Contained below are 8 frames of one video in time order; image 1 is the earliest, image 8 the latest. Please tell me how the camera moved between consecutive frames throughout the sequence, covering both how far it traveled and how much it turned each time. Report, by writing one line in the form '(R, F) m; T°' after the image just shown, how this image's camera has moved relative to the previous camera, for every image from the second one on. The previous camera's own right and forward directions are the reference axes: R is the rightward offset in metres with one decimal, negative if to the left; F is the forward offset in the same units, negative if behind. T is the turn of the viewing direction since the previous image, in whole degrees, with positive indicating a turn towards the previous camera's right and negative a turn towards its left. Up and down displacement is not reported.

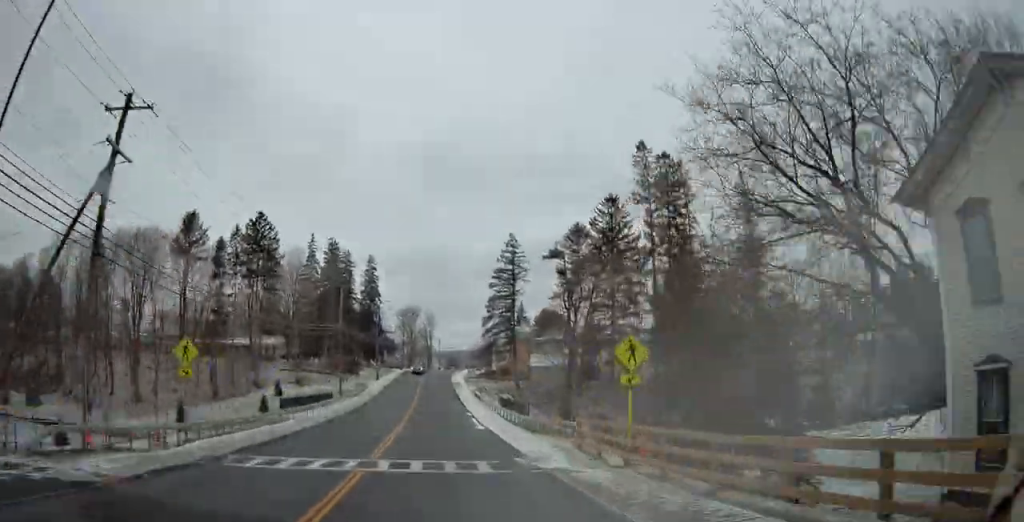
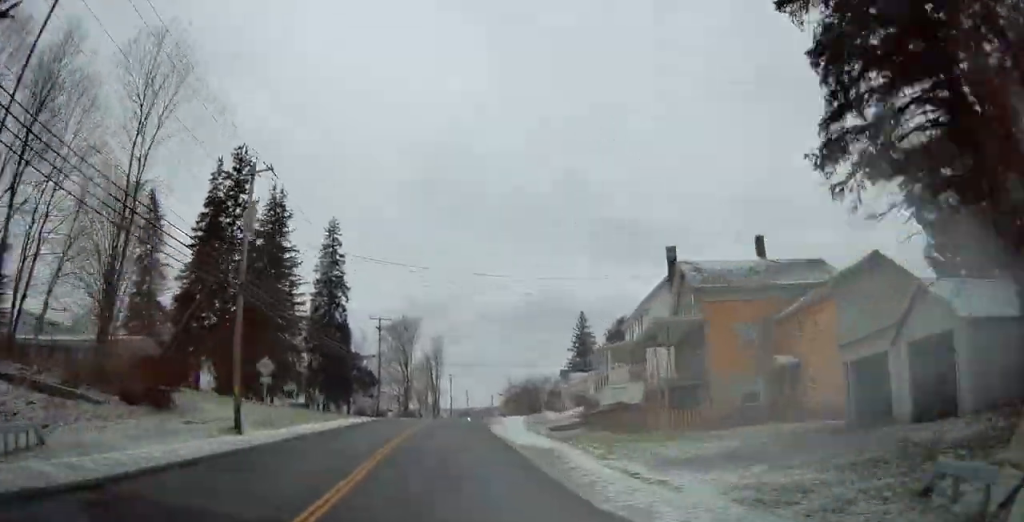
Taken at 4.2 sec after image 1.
(-1.1, +61.7) m; -1°
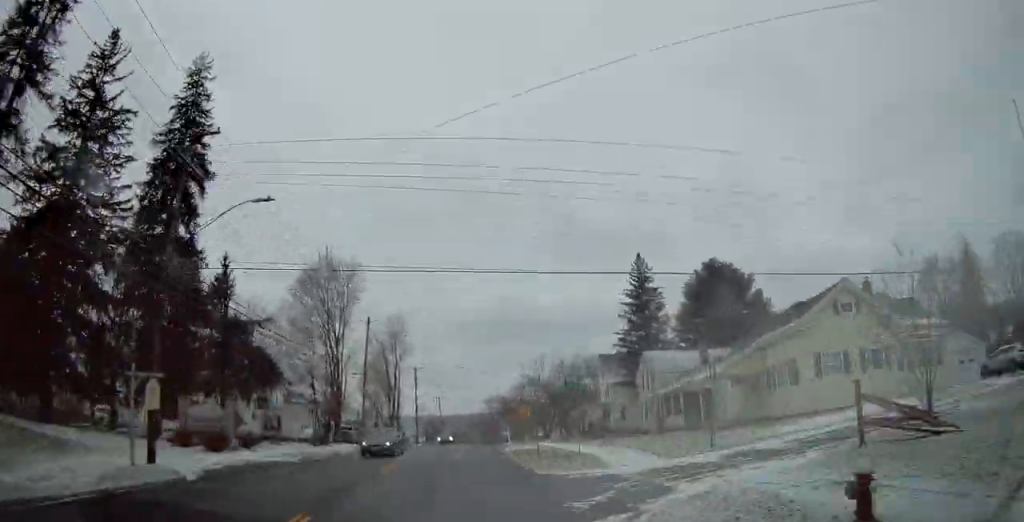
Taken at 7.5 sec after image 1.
(+0.1, +46.9) m; +3°
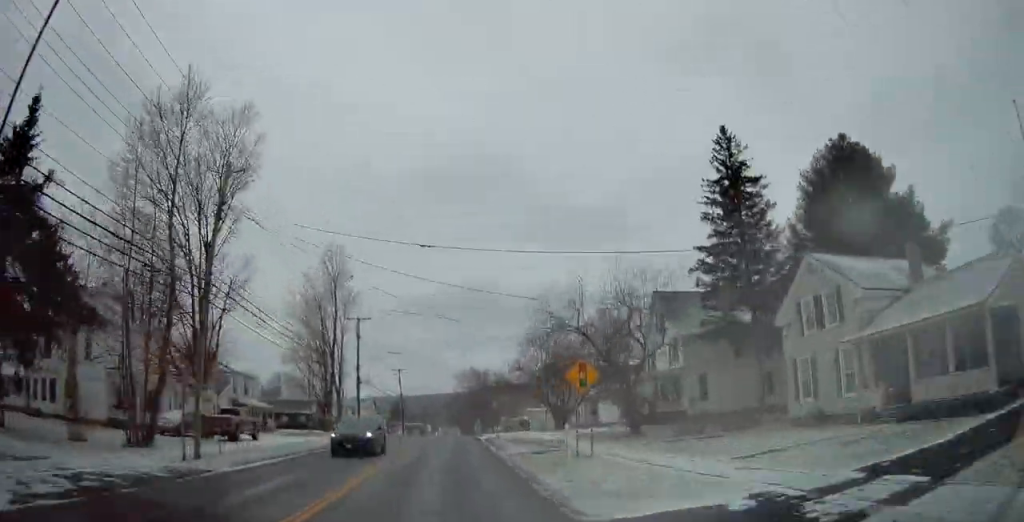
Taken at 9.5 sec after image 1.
(+1.3, +28.1) m; +2°
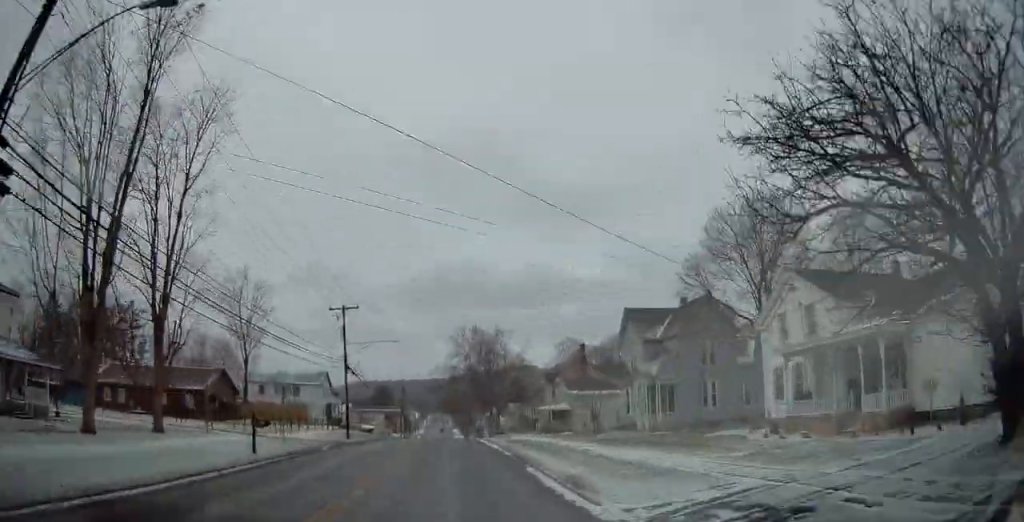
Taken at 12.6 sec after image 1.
(+1.1, +44.1) m; +2°
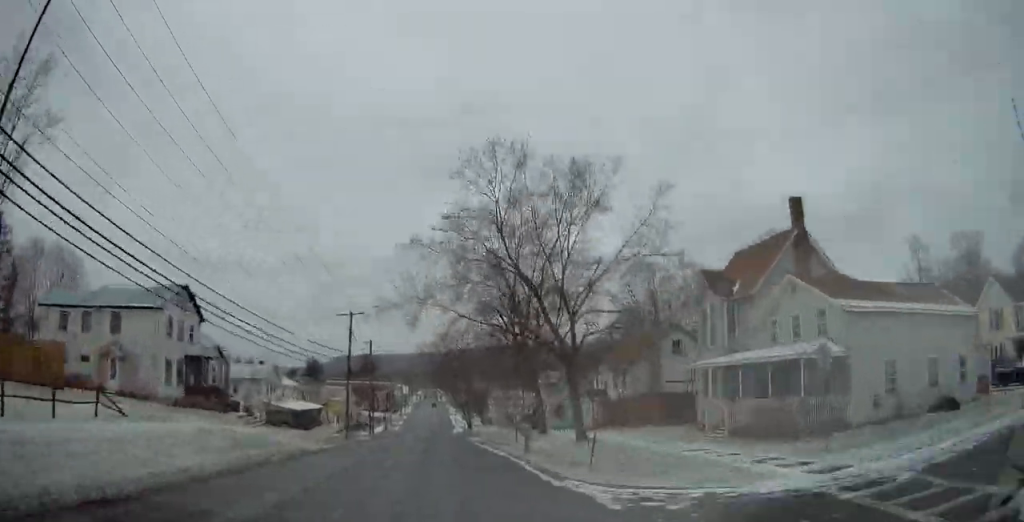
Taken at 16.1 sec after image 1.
(+0.2, +51.1) m; 0°
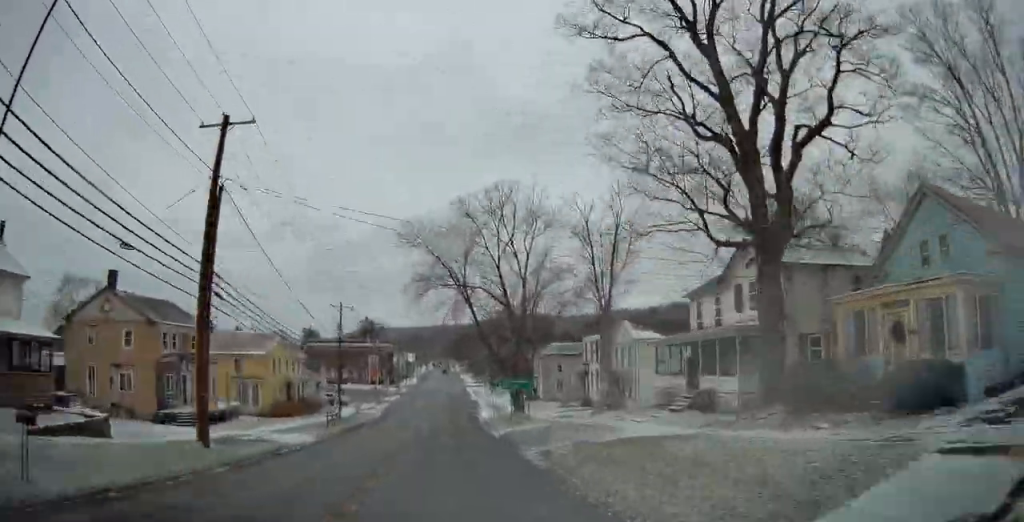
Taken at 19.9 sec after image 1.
(0.0, +57.3) m; -1°
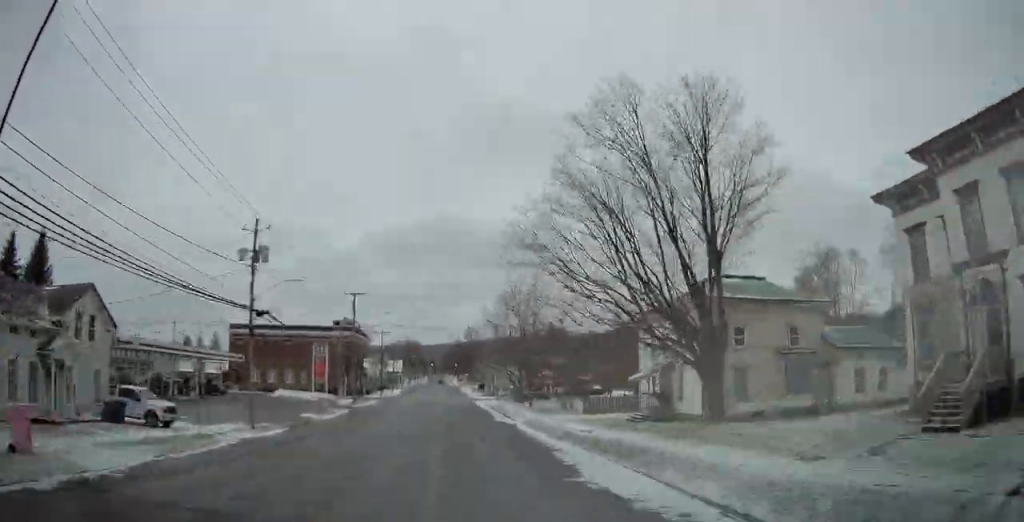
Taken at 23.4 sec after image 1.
(-0.9, +52.1) m; 0°
